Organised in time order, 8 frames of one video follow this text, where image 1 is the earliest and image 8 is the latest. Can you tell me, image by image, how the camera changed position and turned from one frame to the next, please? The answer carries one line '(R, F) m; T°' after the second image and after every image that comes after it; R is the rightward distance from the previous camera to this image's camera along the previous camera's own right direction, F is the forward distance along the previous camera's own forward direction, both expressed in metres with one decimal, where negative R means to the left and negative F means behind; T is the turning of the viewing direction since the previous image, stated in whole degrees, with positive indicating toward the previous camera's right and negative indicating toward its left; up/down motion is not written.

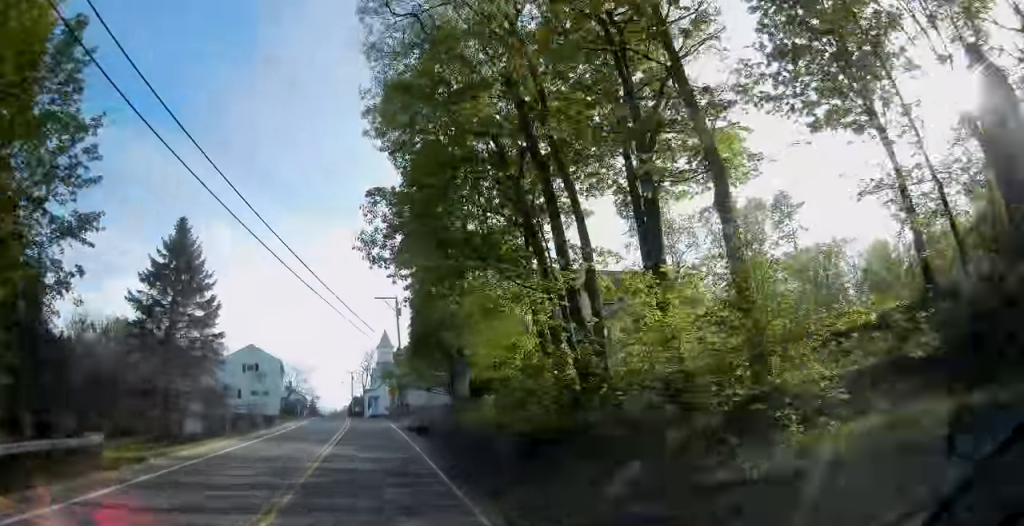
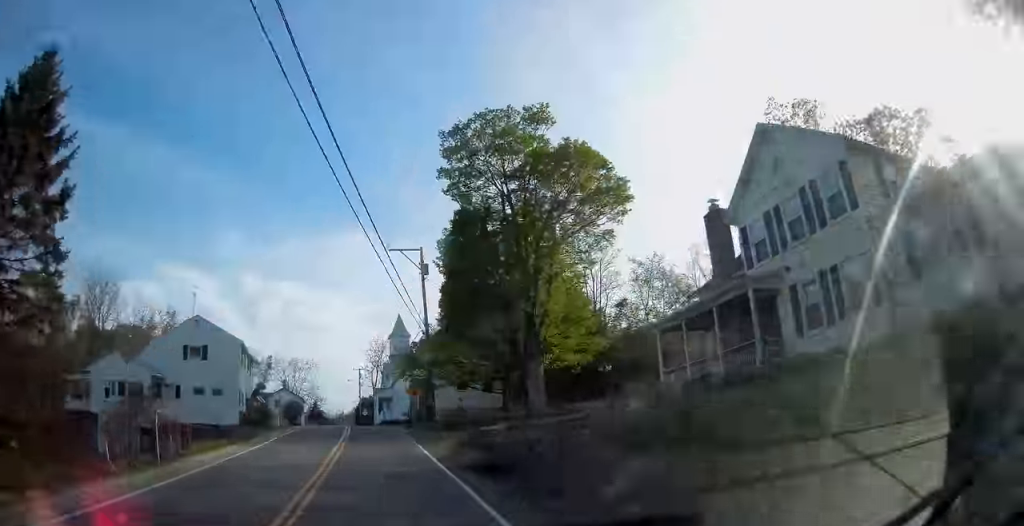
(-0.2, +20.7) m; -3°
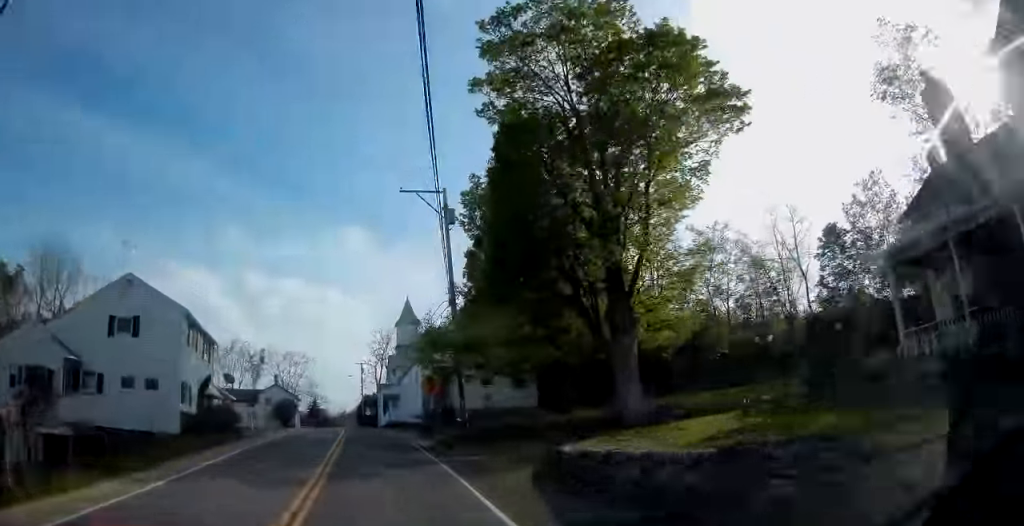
(-0.6, +11.7) m; -1°
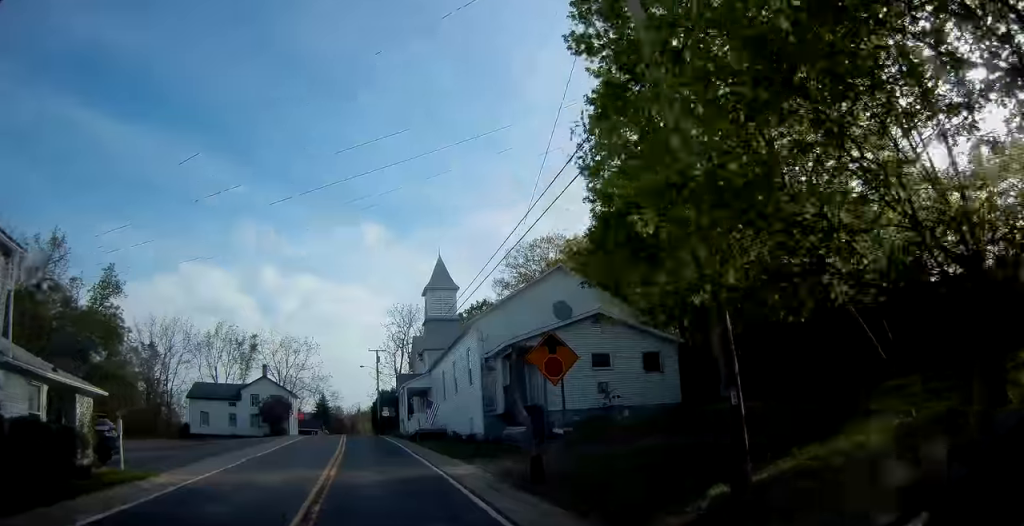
(0.0, +21.9) m; -1°
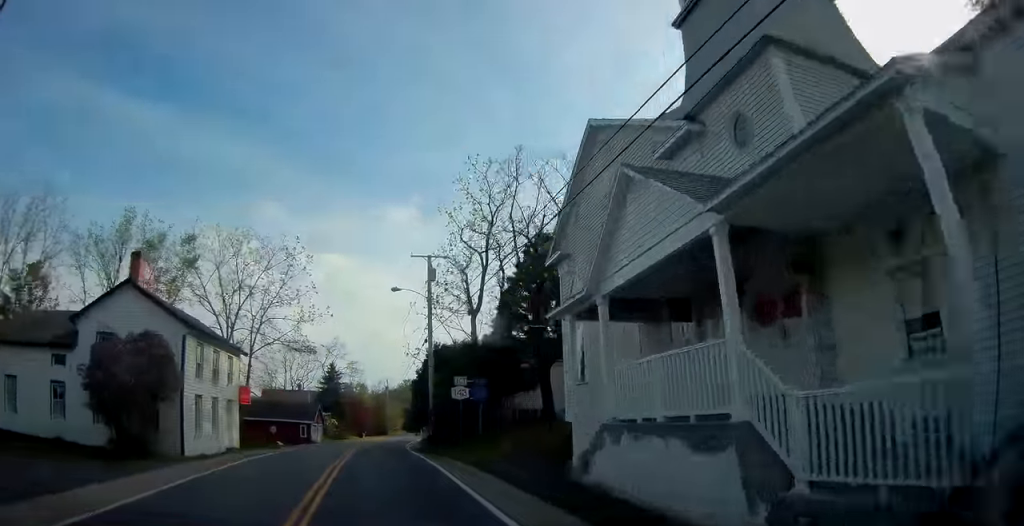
(-1.3, +43.9) m; -3°
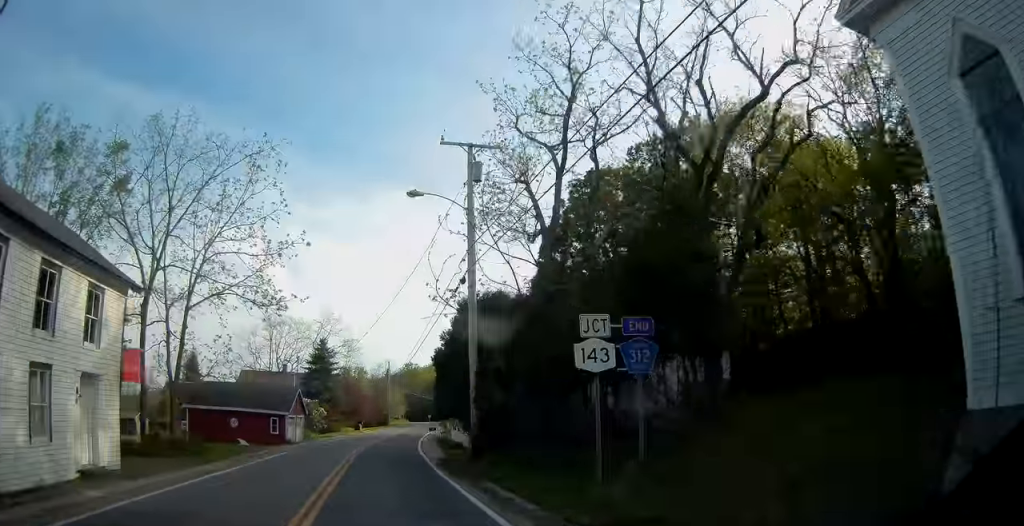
(-0.3, +14.8) m; -1°
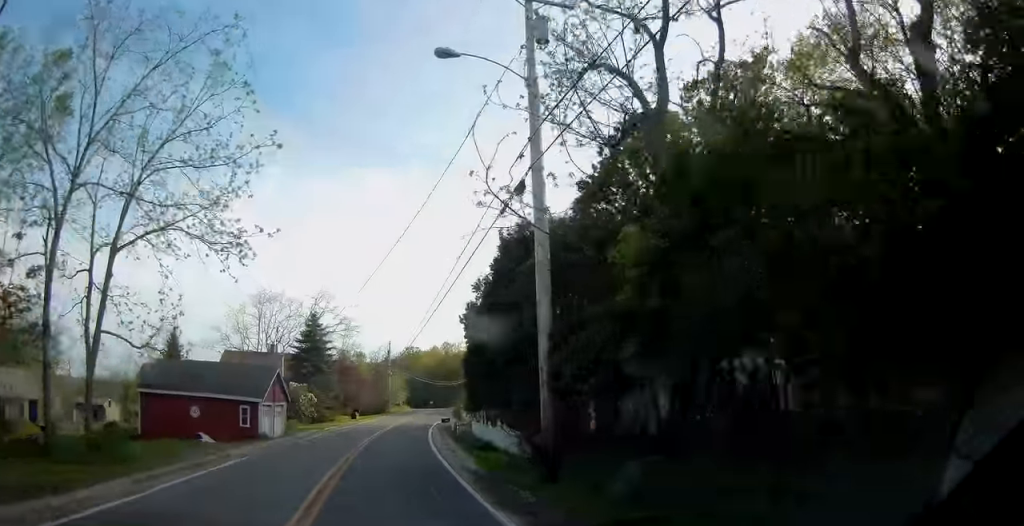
(0.0, +8.5) m; 0°
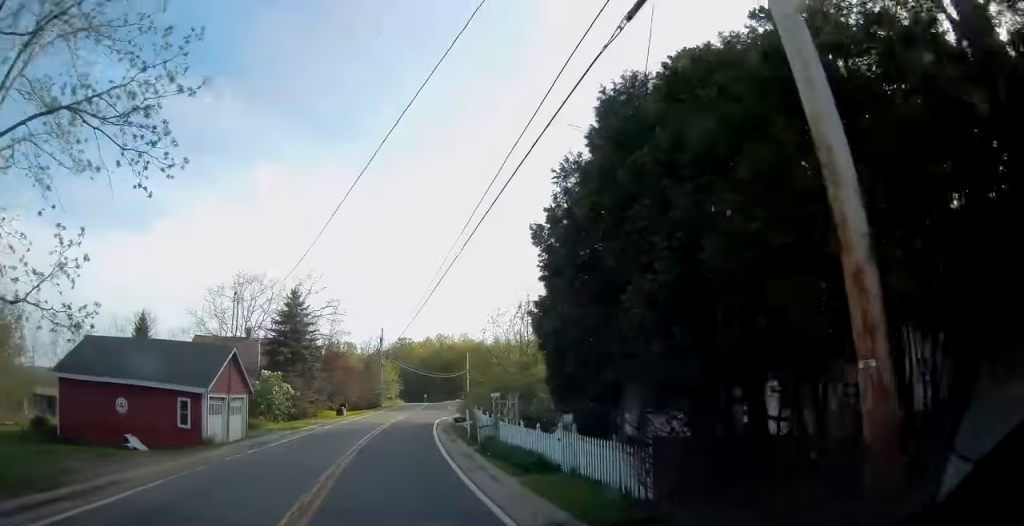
(0.0, +8.4) m; +1°
